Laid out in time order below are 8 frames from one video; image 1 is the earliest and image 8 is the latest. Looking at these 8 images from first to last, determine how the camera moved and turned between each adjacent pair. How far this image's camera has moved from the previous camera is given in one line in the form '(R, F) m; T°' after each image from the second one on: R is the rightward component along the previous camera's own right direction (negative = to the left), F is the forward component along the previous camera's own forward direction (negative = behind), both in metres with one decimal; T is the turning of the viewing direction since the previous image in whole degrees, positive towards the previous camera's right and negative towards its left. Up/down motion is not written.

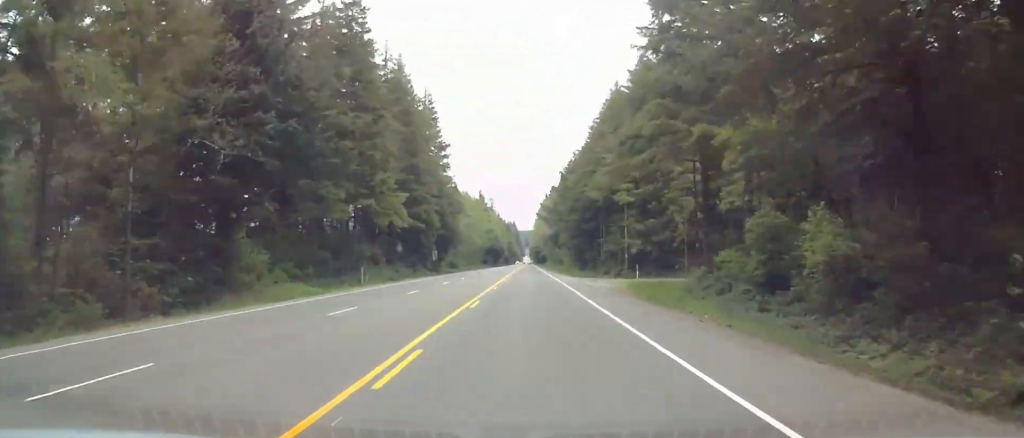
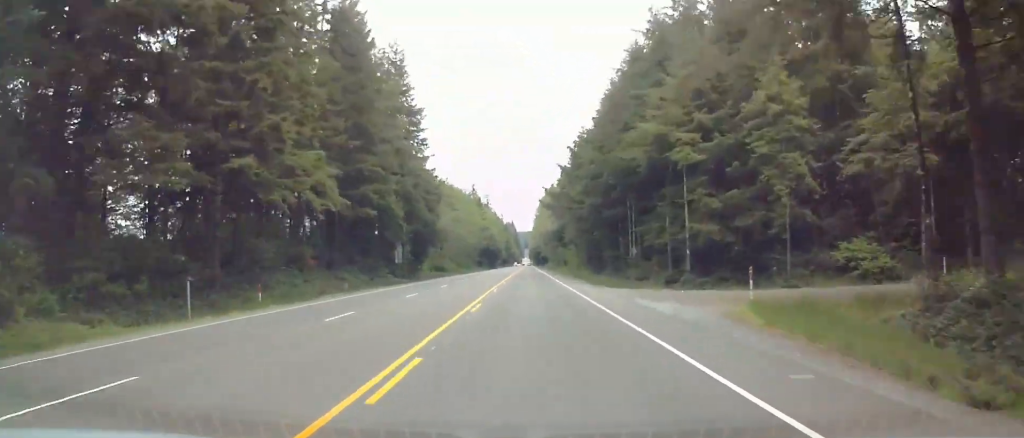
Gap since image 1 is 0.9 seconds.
(0.0, +24.8) m; 0°
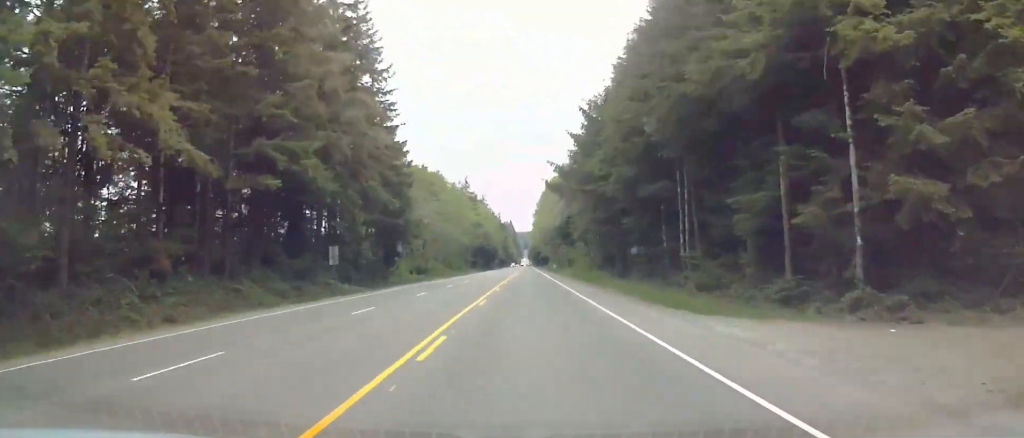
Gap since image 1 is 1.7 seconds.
(0.0, +21.2) m; 0°
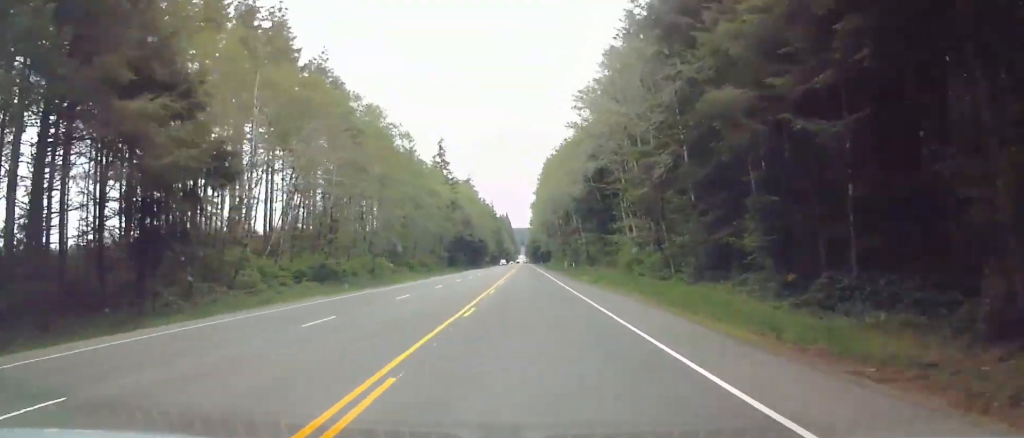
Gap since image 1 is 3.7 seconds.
(0.0, +53.0) m; 0°
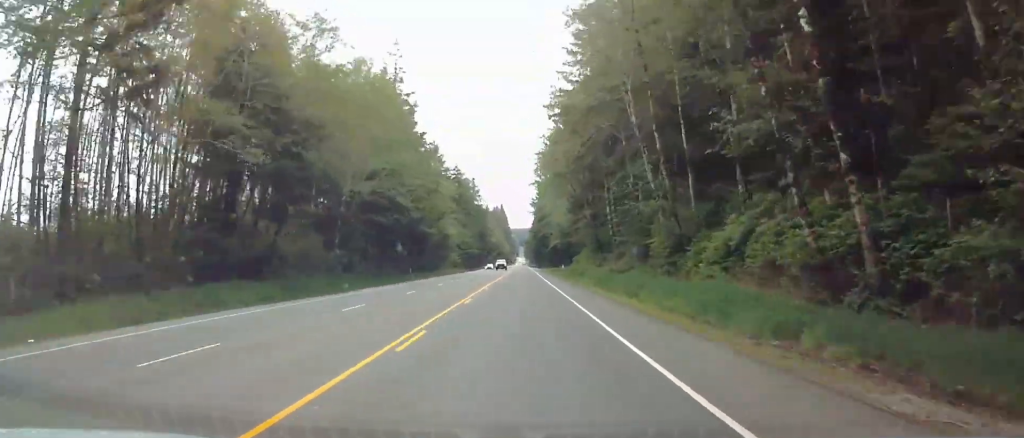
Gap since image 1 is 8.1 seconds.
(0.0, +115.8) m; 0°
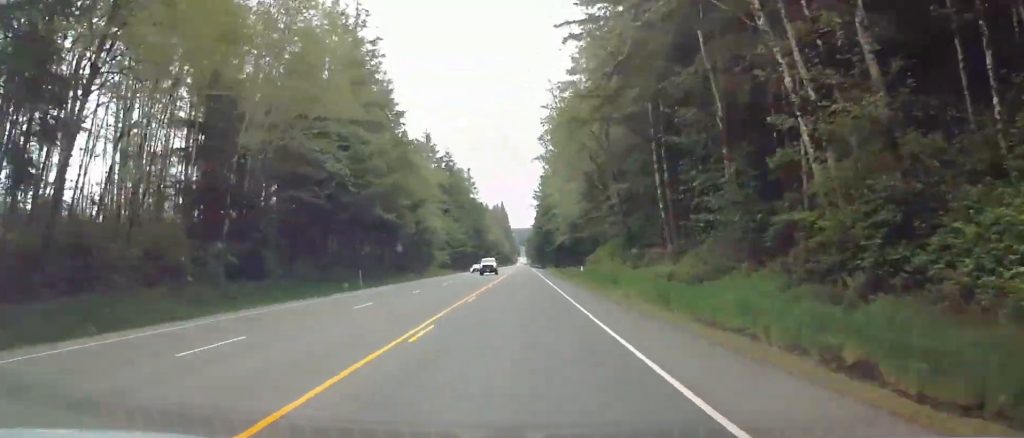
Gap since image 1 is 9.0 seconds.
(0.0, +22.7) m; 0°
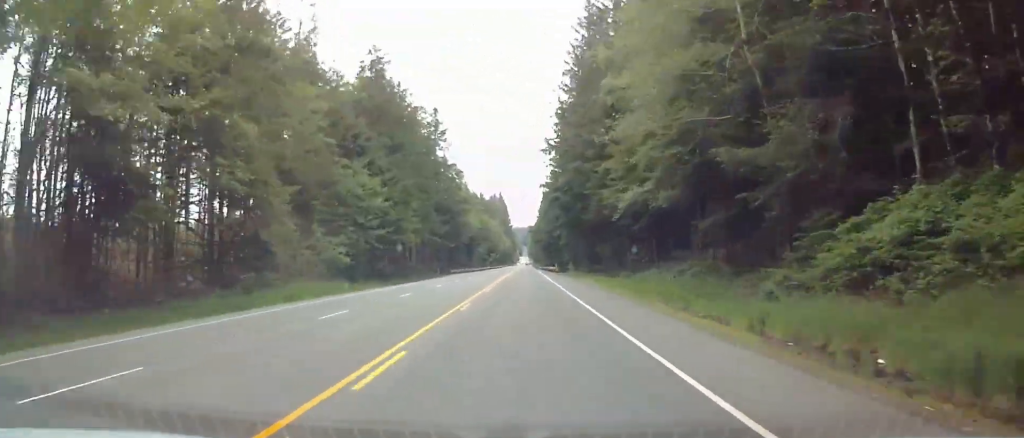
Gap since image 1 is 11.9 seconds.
(0.0, +76.6) m; 0°
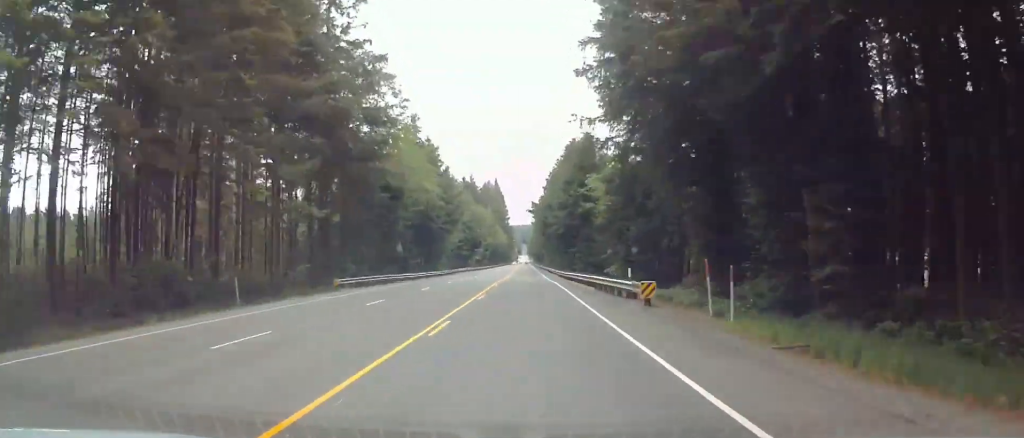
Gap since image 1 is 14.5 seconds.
(0.0, +67.6) m; 0°
